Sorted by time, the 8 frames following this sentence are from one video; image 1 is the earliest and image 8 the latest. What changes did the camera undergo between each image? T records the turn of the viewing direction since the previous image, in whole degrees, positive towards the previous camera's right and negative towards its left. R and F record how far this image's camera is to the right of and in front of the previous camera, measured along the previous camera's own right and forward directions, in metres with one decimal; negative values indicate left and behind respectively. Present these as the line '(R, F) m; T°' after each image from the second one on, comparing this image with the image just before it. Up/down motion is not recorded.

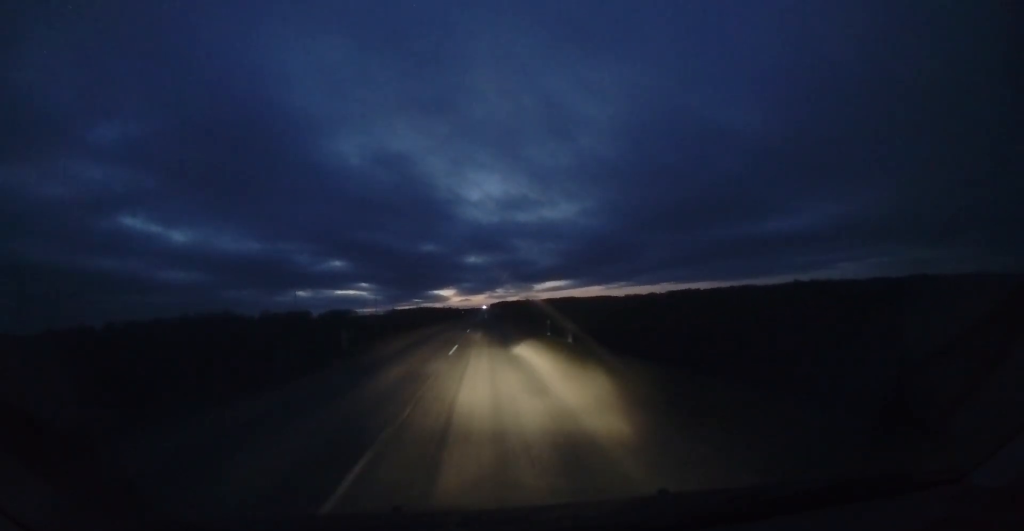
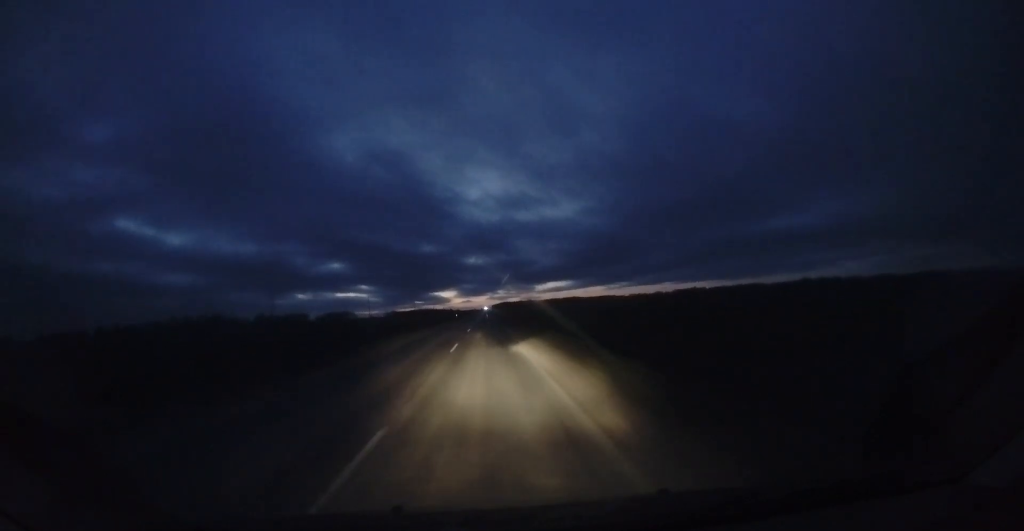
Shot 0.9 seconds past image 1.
(0.0, +22.4) m; -1°
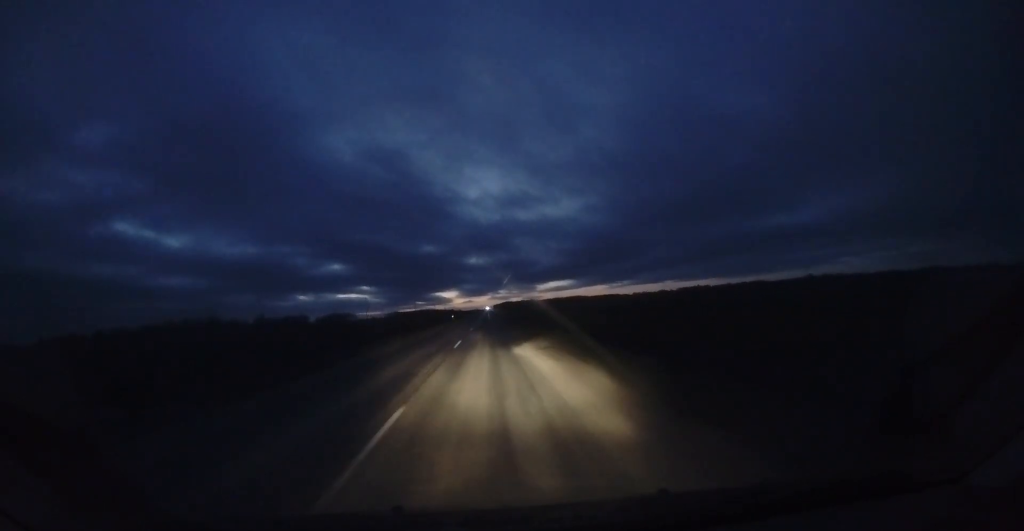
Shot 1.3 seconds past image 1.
(-0.1, +11.3) m; -1°
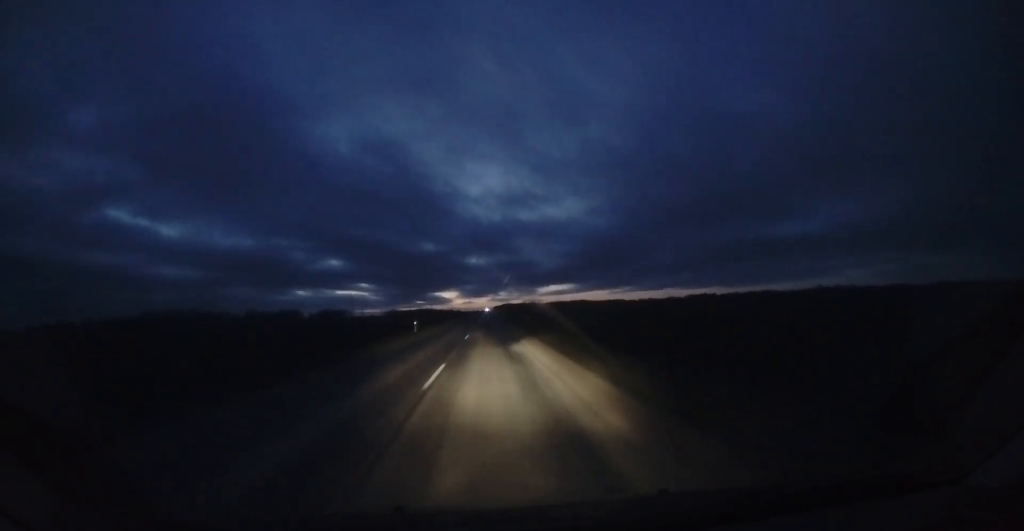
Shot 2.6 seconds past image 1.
(-0.5, +30.4) m; +1°
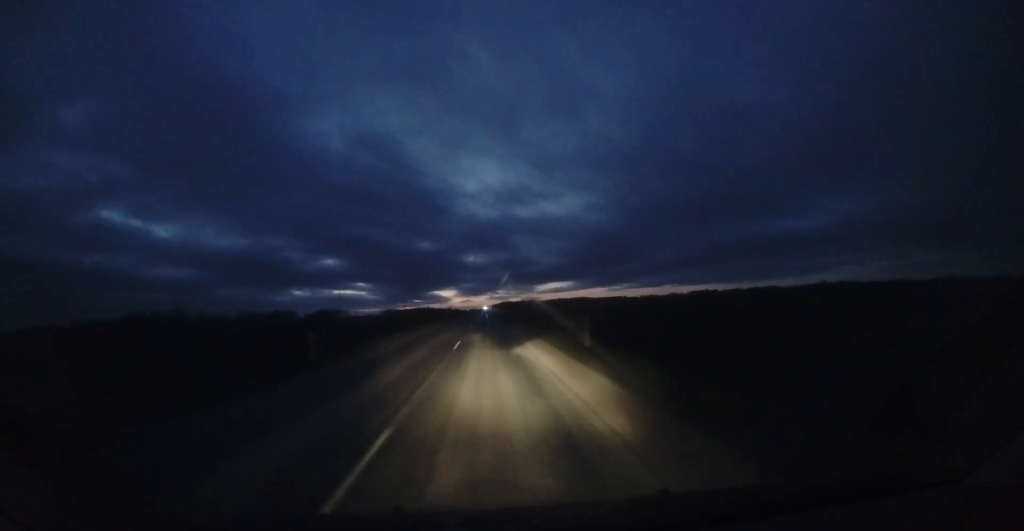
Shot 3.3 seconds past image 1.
(+0.7, +17.4) m; +1°
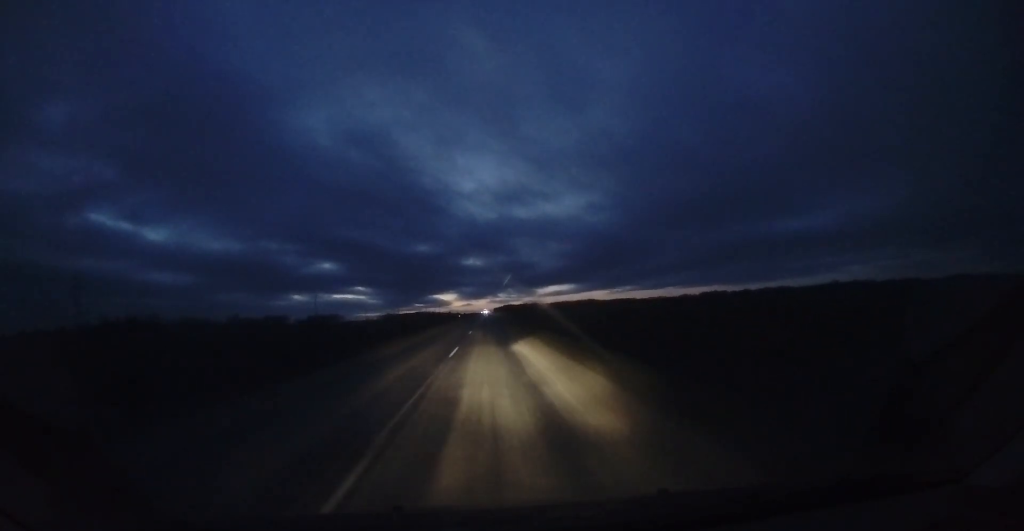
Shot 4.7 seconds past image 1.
(-0.3, +36.5) m; 0°
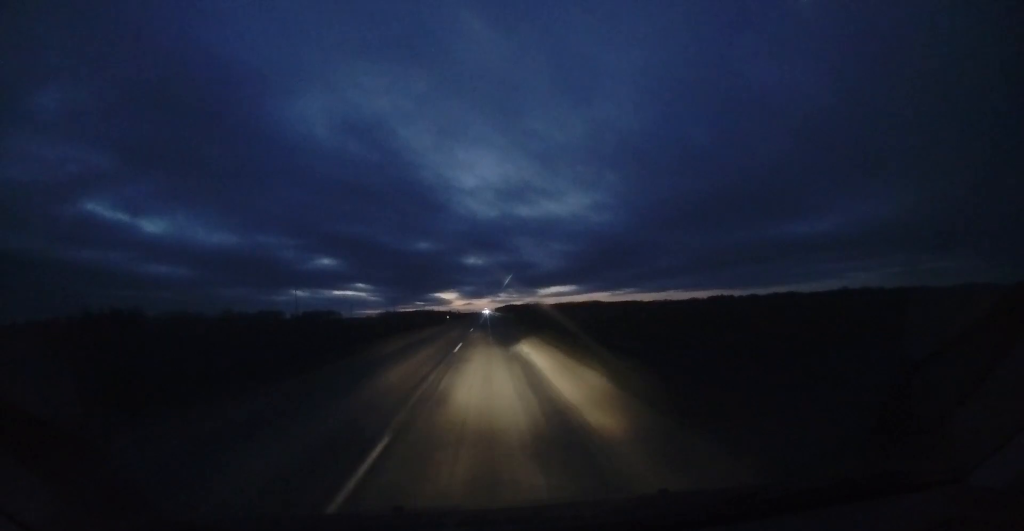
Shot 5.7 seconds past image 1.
(+0.8, +22.5) m; +1°
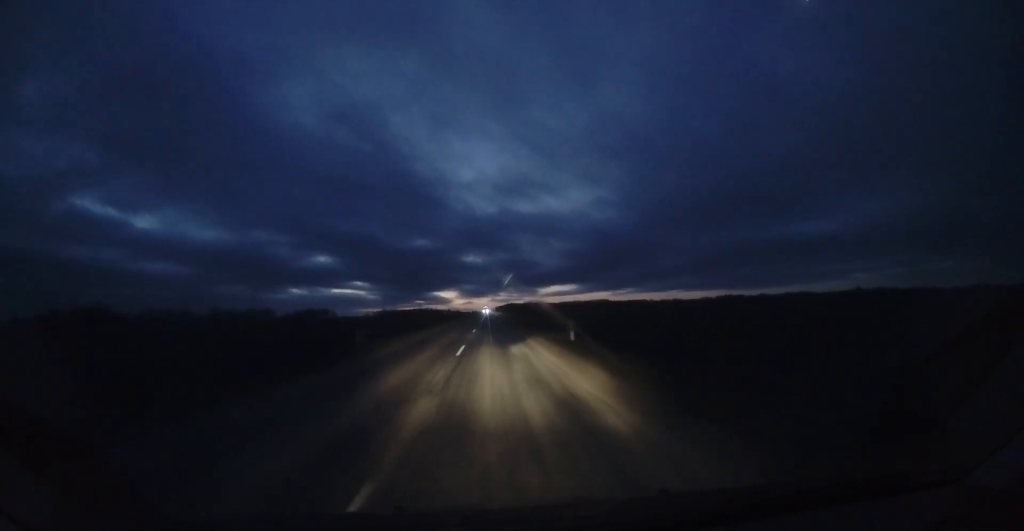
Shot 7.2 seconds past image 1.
(-1.3, +36.3) m; -2°
